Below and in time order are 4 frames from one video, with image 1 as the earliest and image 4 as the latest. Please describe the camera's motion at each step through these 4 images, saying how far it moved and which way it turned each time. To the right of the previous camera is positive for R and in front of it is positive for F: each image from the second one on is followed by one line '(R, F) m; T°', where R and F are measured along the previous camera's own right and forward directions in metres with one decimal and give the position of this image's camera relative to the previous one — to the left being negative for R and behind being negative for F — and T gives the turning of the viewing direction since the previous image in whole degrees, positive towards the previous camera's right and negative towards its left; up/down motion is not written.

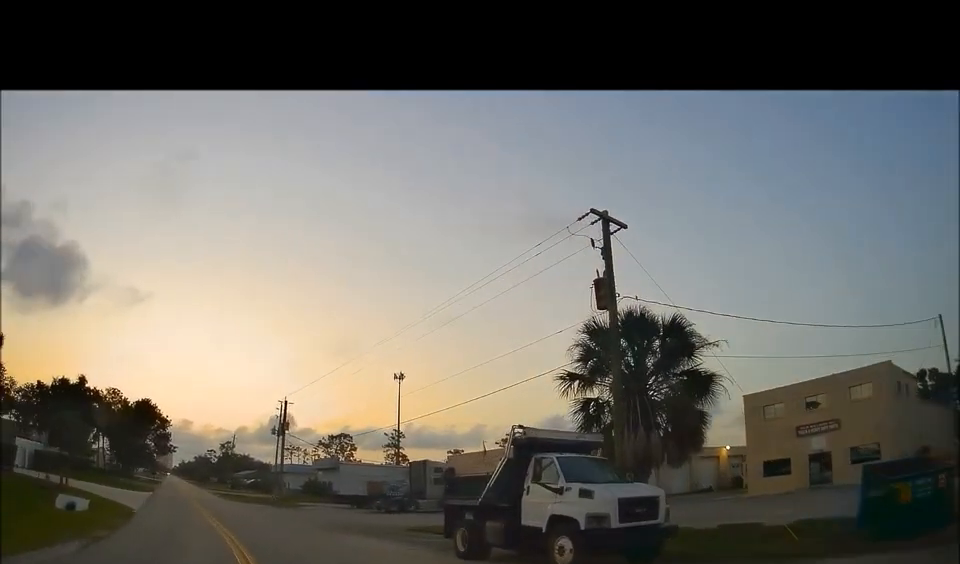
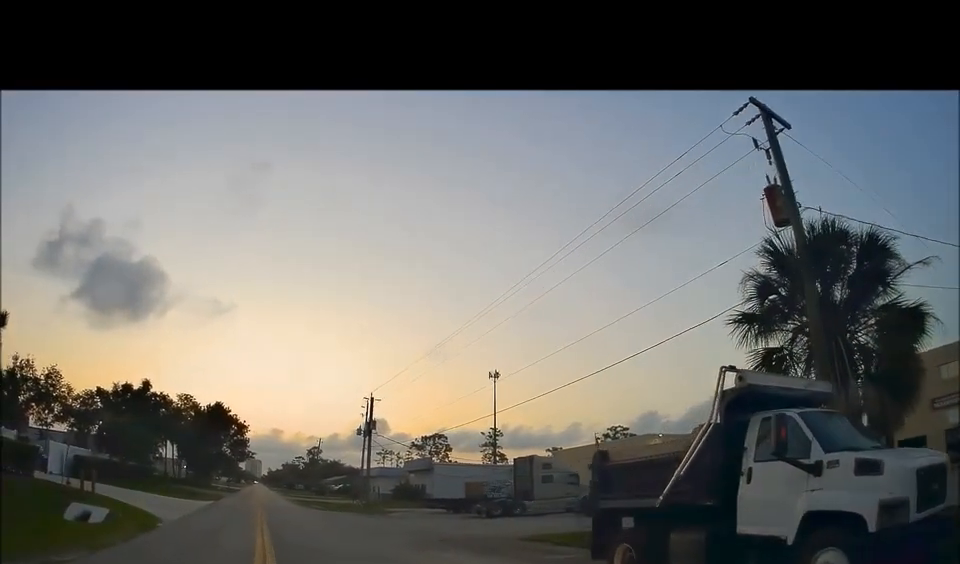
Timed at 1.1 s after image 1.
(-0.7, +4.9) m; -16°
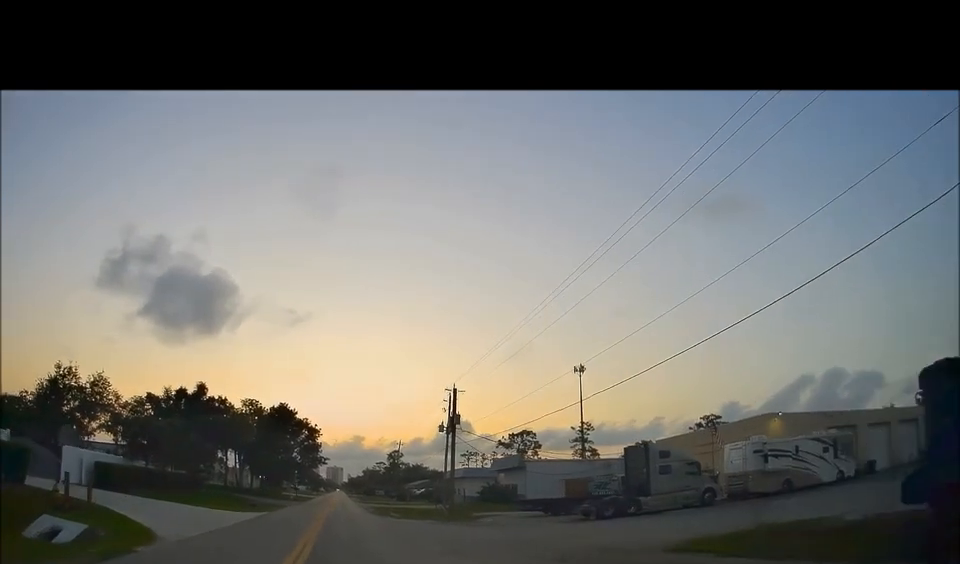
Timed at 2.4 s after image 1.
(-1.1, +5.5) m; -23°
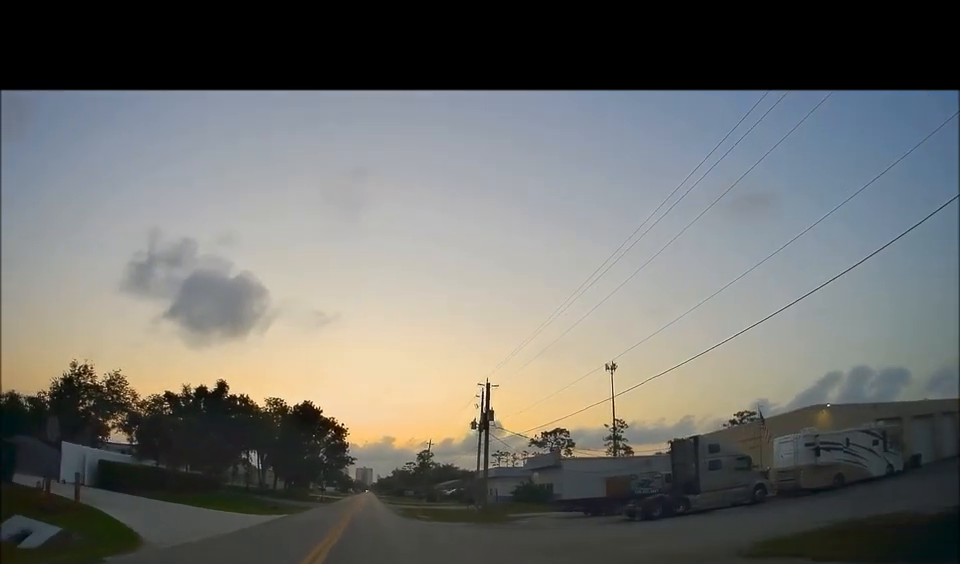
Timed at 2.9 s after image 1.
(-0.2, +2.3) m; -4°
